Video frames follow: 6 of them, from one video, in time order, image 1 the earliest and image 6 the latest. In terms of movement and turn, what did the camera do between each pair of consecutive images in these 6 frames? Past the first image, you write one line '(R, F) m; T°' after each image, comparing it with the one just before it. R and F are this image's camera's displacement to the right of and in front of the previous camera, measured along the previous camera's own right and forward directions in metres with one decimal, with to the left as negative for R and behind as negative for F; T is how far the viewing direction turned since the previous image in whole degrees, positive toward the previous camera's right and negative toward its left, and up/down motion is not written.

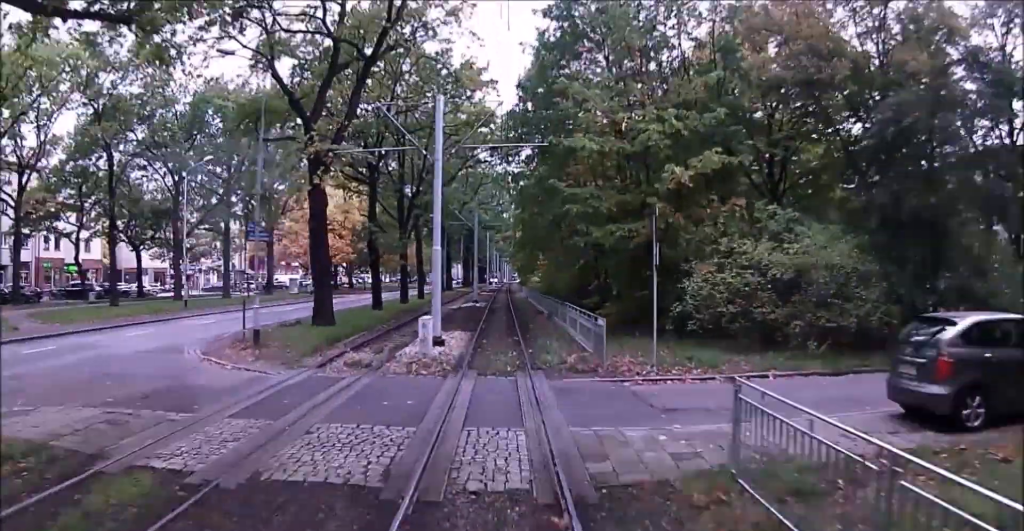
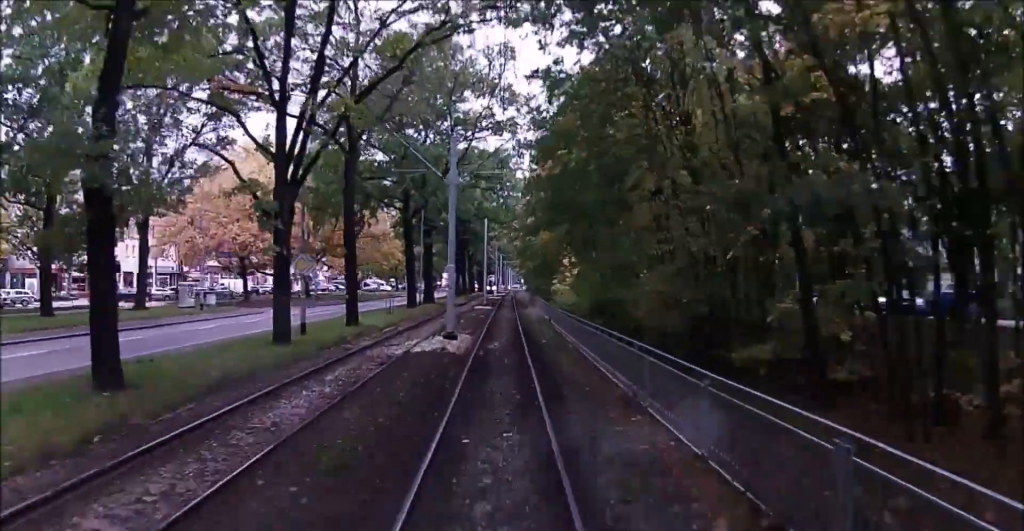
(0.0, +24.9) m; 0°
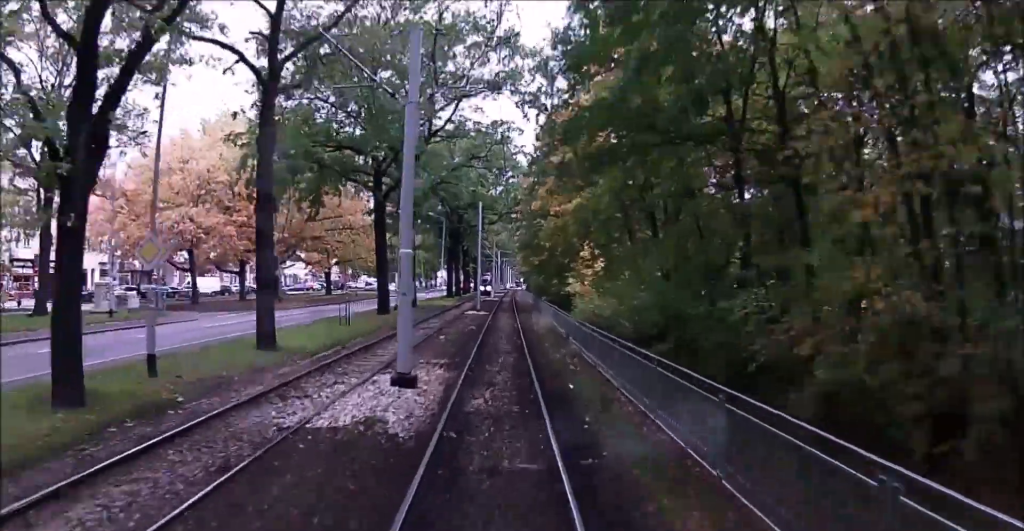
(0.0, +9.6) m; 0°
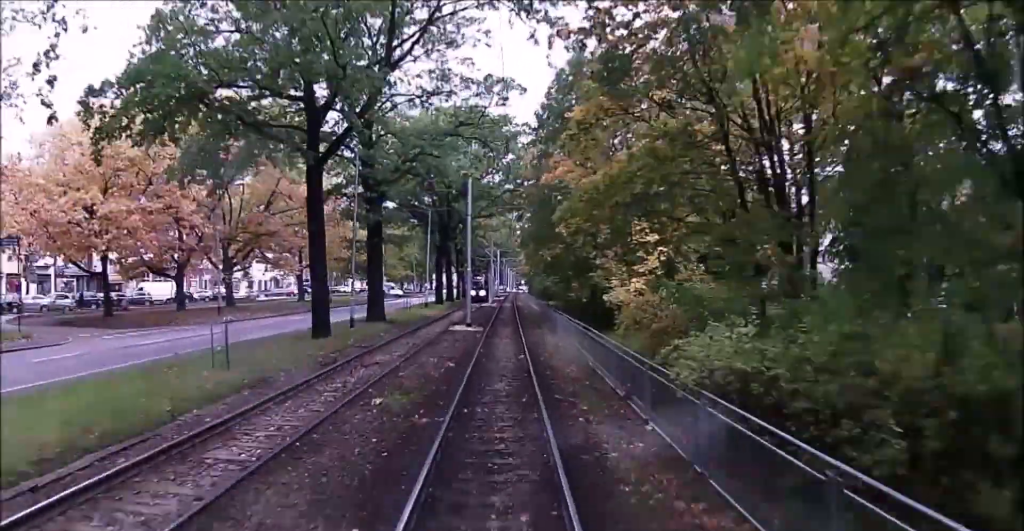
(0.0, +11.8) m; 0°
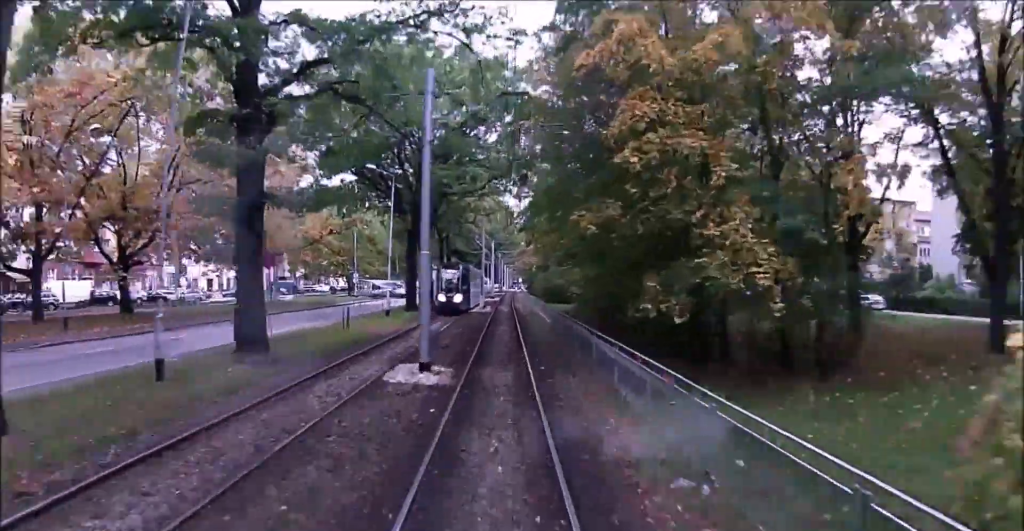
(0.0, +16.5) m; 0°
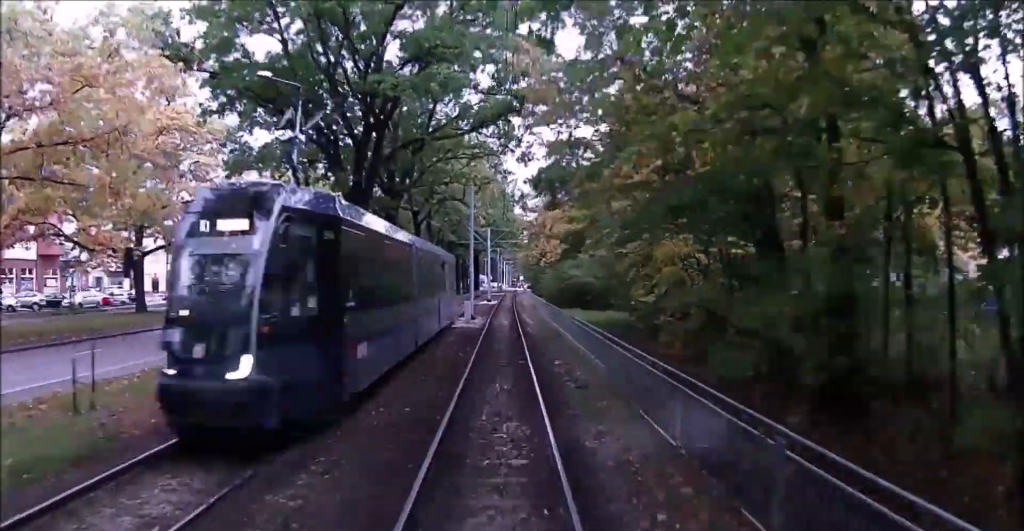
(0.0, +18.0) m; 0°
